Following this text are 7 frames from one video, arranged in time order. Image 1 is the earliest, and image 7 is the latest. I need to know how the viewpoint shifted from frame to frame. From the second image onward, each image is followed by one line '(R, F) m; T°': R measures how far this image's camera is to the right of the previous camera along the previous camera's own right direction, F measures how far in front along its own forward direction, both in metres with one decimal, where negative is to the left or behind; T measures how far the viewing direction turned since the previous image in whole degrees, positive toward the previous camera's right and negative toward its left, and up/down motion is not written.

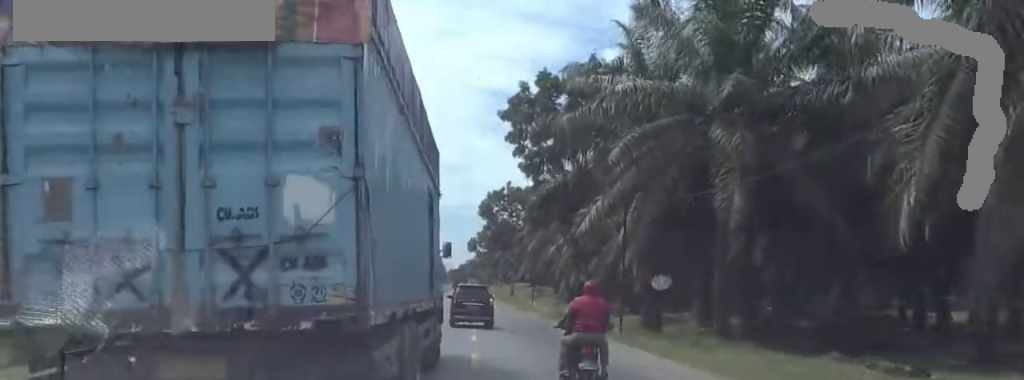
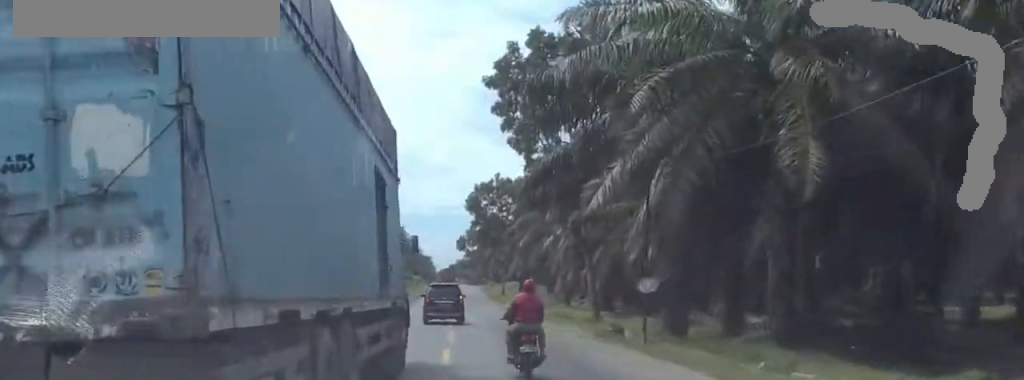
(-0.8, +6.3) m; 0°
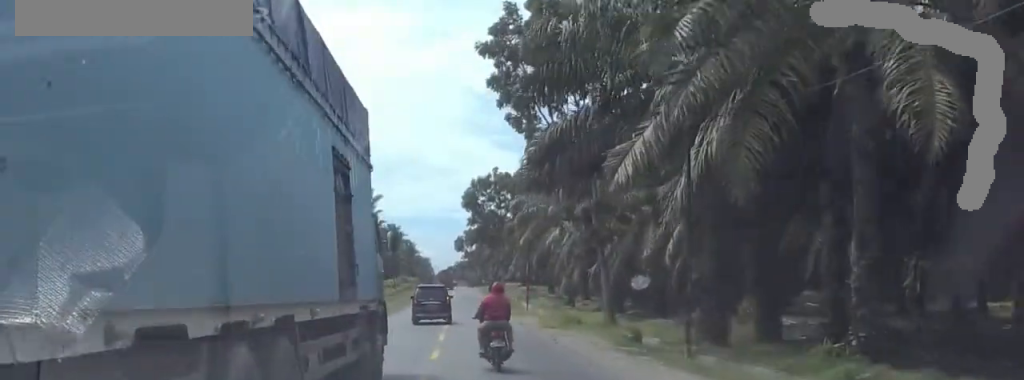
(+0.6, +4.6) m; -1°
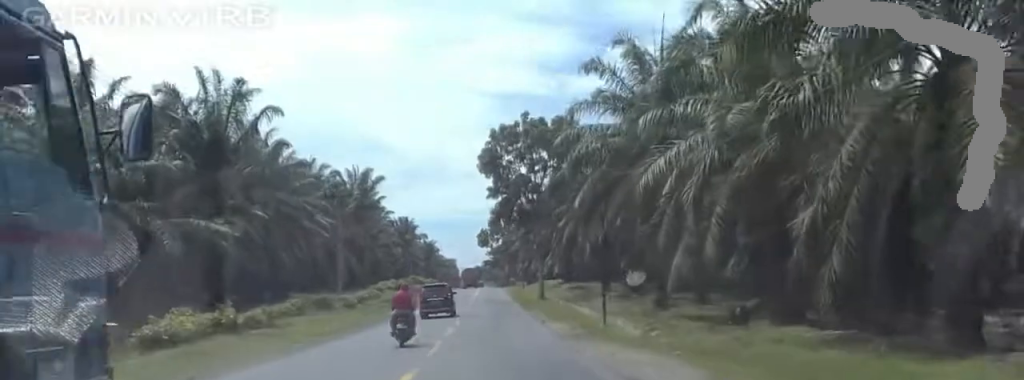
(-2.0, +23.0) m; -2°
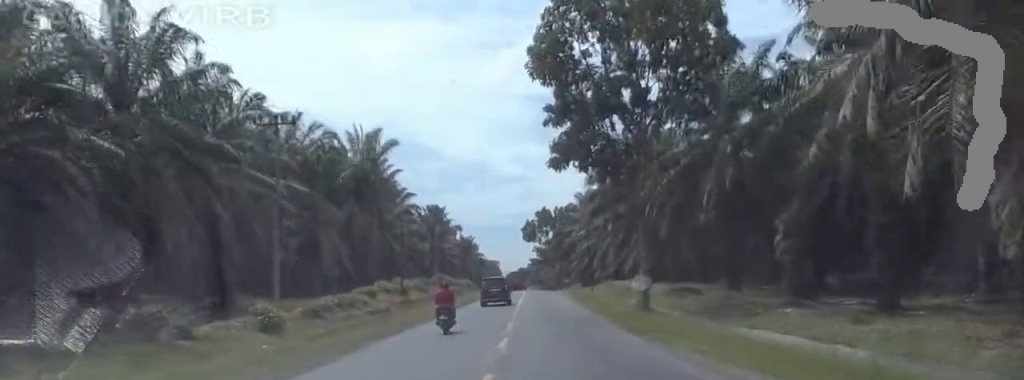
(+2.9, +26.0) m; 0°
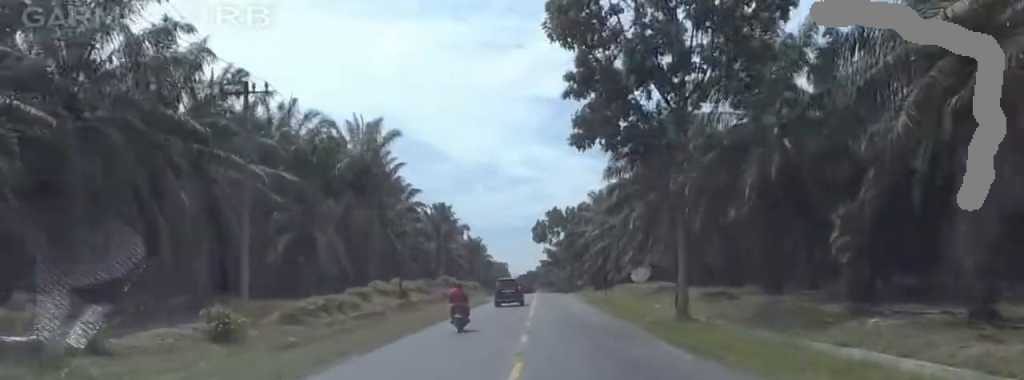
(-0.6, +5.7) m; -1°
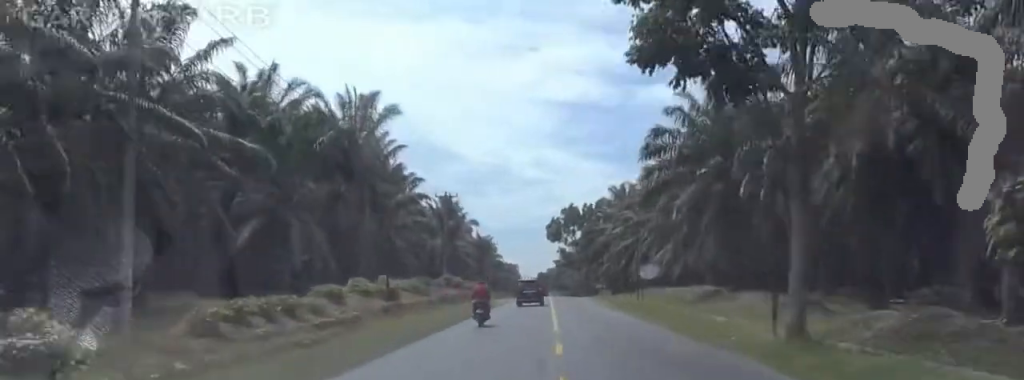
(-0.3, +10.6) m; +1°
